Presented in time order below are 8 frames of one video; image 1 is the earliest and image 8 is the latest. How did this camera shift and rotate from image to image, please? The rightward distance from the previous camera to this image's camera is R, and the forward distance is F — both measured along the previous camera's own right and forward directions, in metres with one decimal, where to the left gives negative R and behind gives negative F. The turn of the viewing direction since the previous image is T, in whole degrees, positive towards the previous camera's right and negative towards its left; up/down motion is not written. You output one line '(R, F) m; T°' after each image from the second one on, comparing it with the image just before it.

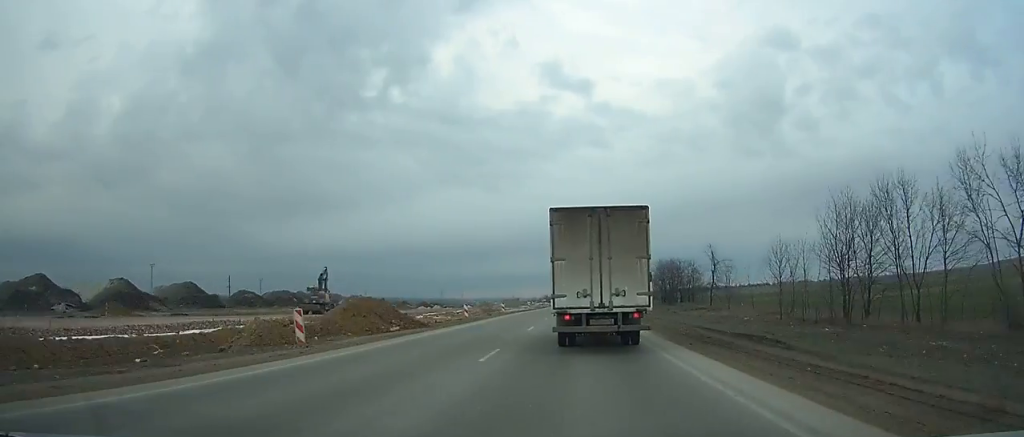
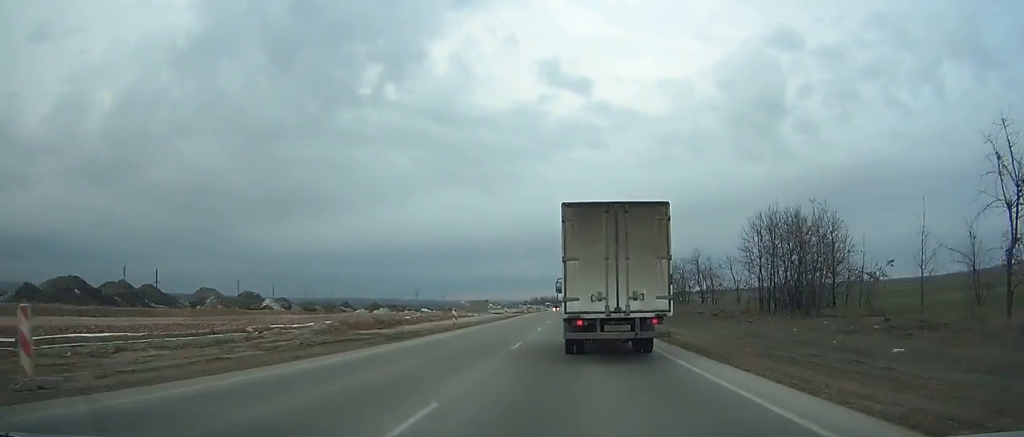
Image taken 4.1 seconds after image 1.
(+0.8, +56.0) m; +1°
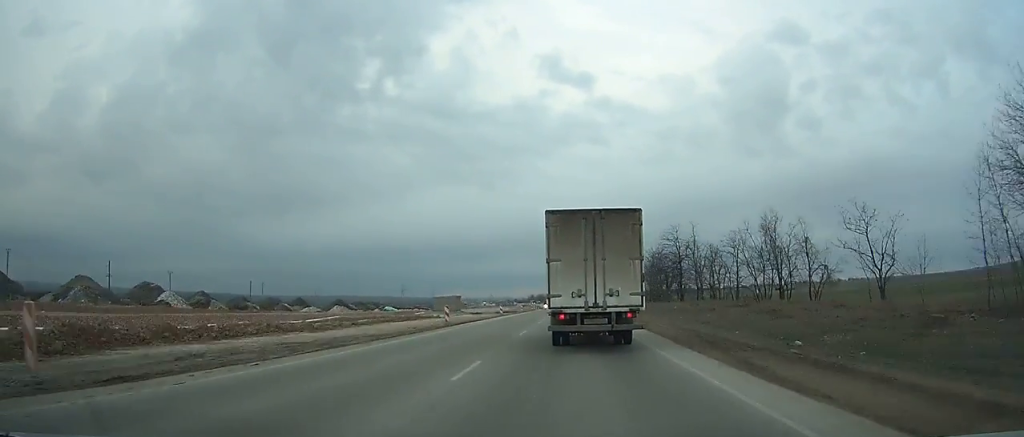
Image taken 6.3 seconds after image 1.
(+0.3, +31.5) m; 0°
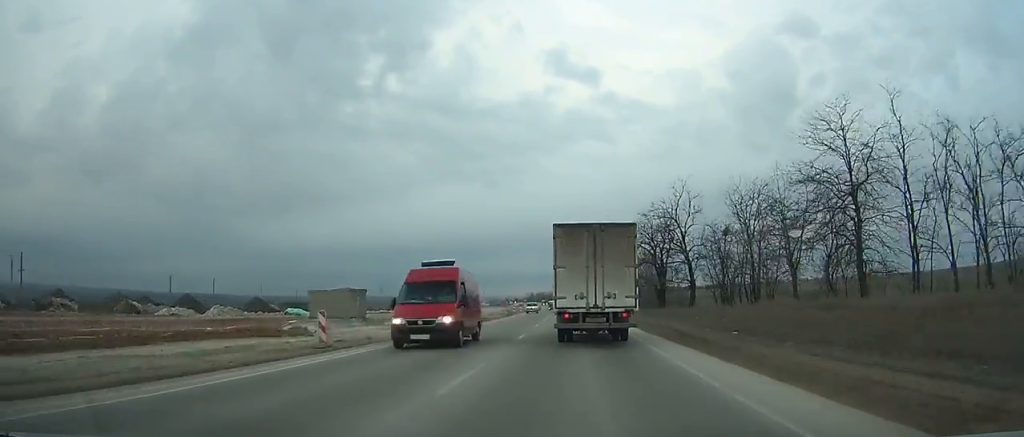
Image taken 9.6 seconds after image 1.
(-0.1, +50.6) m; 0°
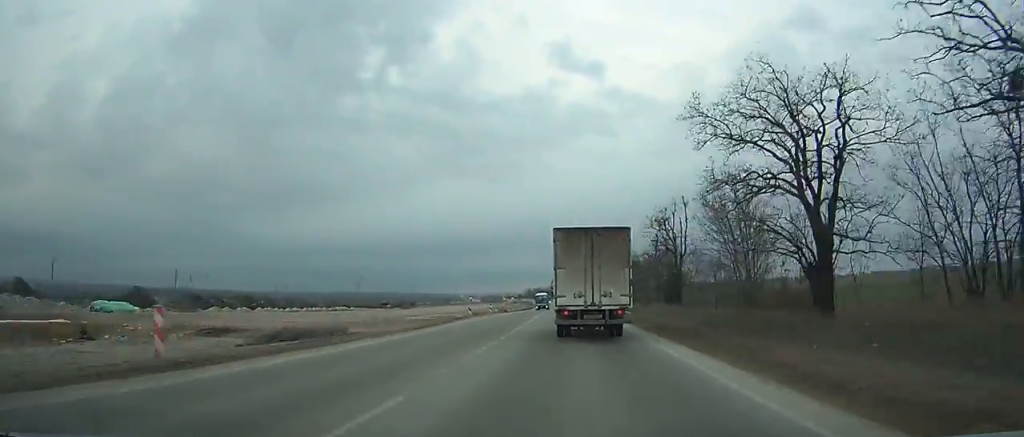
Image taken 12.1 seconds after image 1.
(-0.1, +40.8) m; -1°
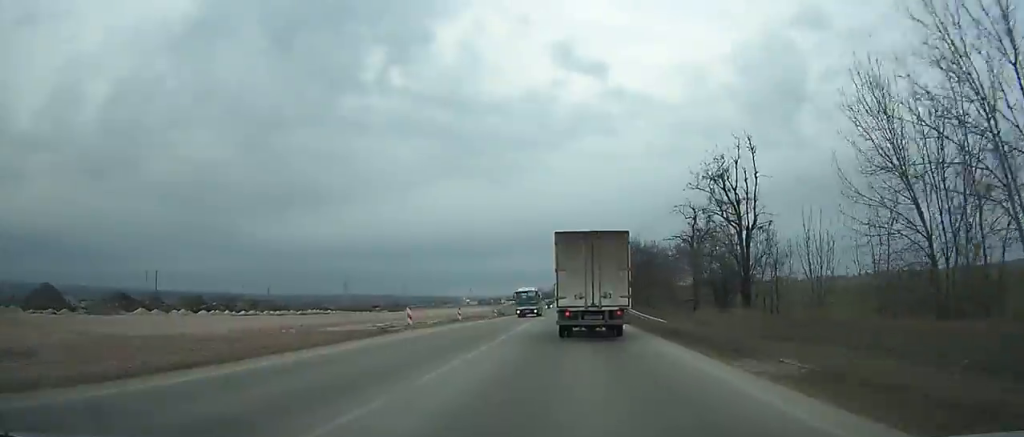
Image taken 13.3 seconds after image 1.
(-0.1, +20.4) m; 0°
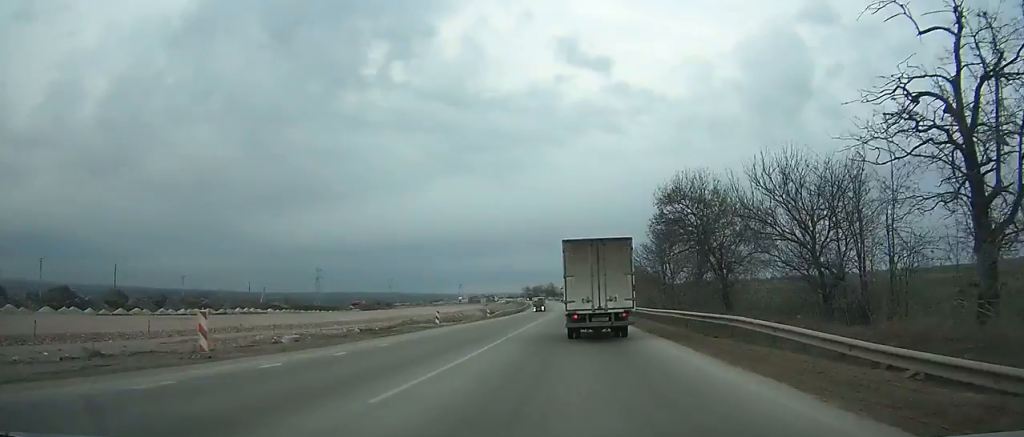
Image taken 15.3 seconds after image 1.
(-0.1, +34.6) m; 0°
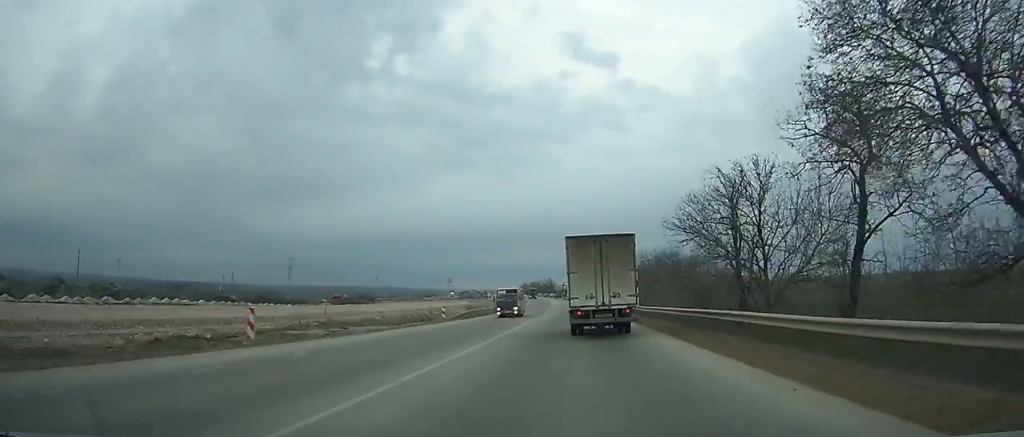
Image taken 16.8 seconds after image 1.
(-0.1, +27.1) m; 0°
